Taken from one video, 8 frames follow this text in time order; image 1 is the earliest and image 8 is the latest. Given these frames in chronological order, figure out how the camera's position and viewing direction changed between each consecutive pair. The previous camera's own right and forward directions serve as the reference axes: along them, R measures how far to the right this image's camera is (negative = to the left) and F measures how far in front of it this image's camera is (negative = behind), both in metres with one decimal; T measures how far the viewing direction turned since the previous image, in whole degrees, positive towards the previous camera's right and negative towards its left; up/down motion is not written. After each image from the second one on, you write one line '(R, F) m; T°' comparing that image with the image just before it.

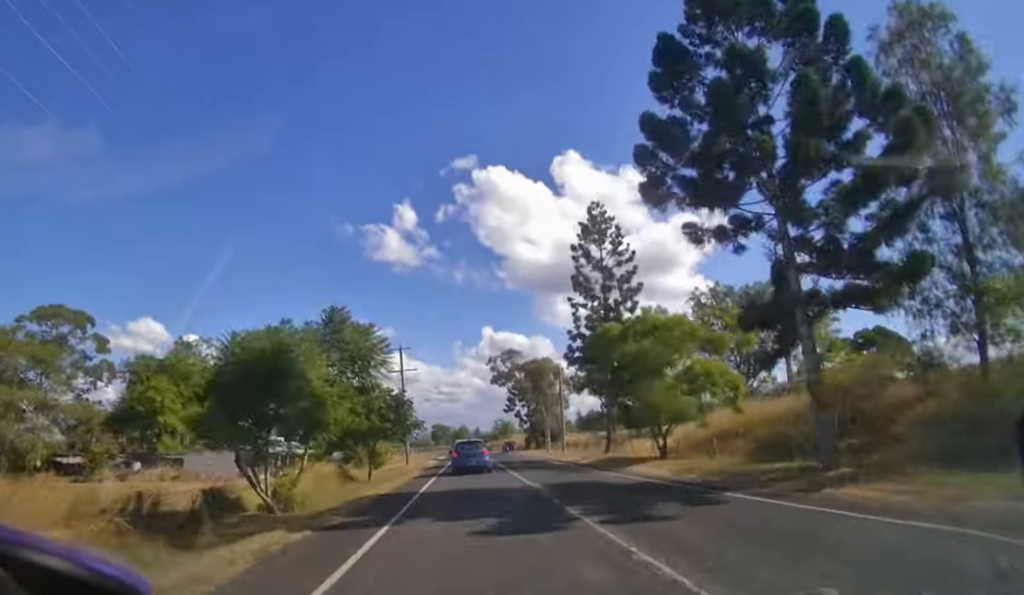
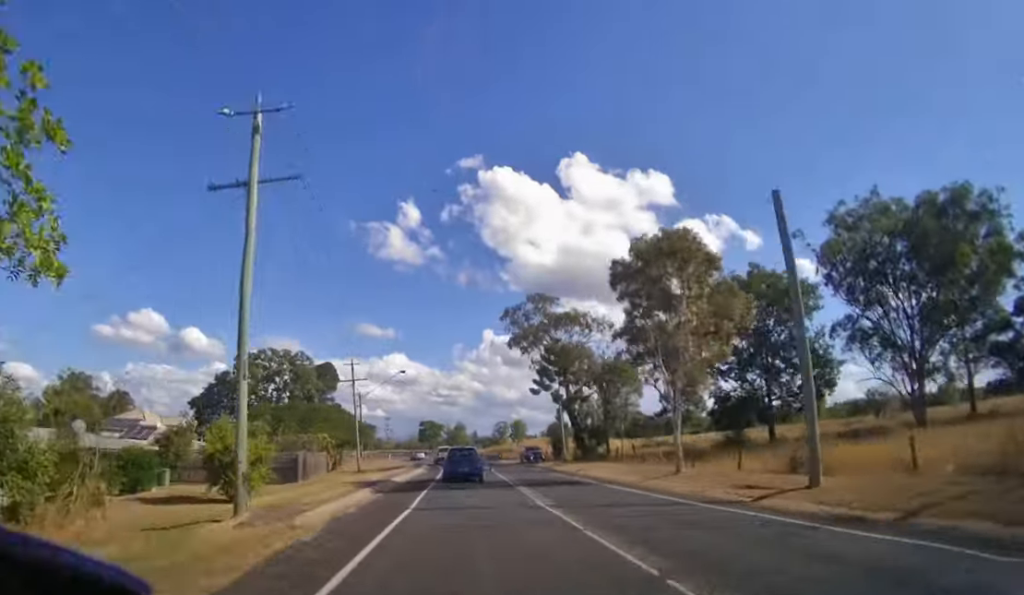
(+0.2, +33.1) m; 0°
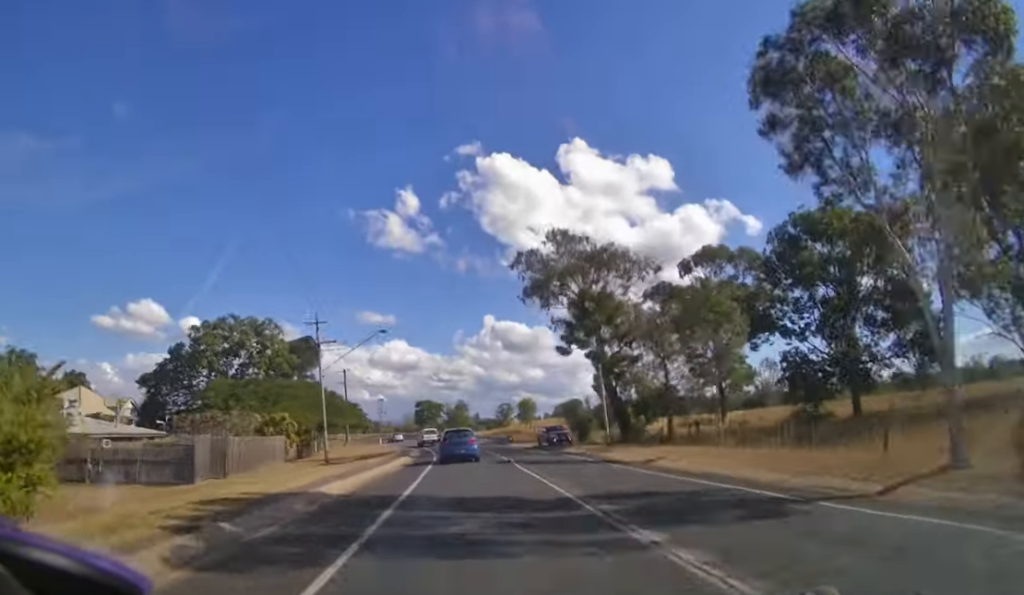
(-0.1, +11.3) m; 0°
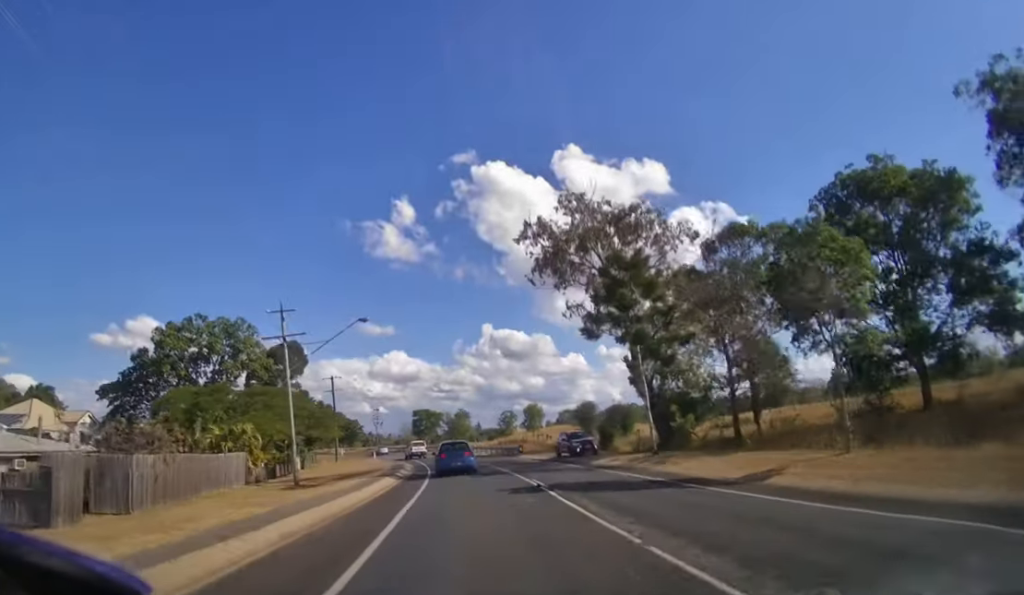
(0.0, +6.4) m; 0°
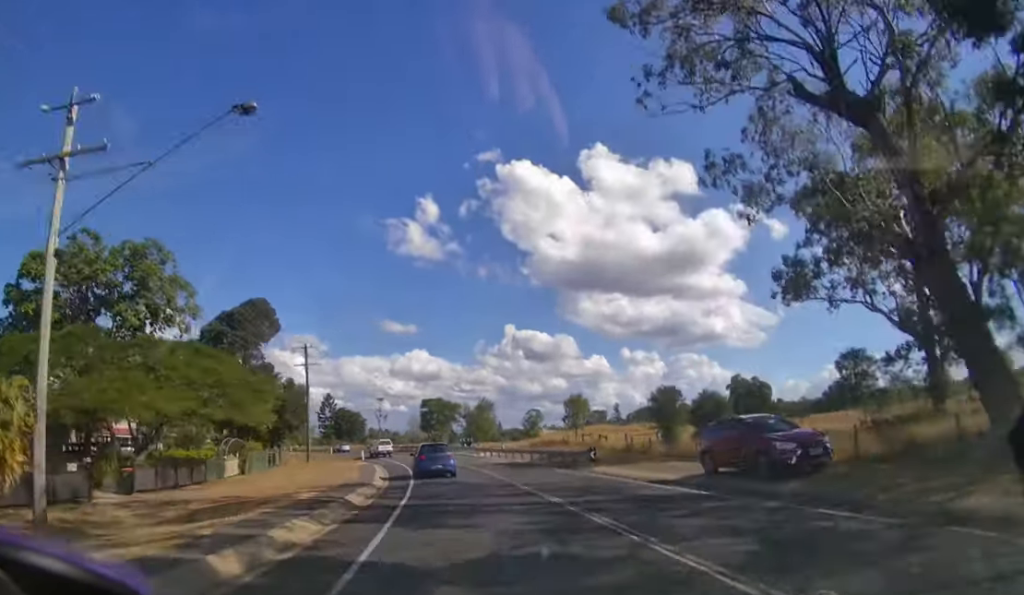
(-0.2, +17.5) m; -2°
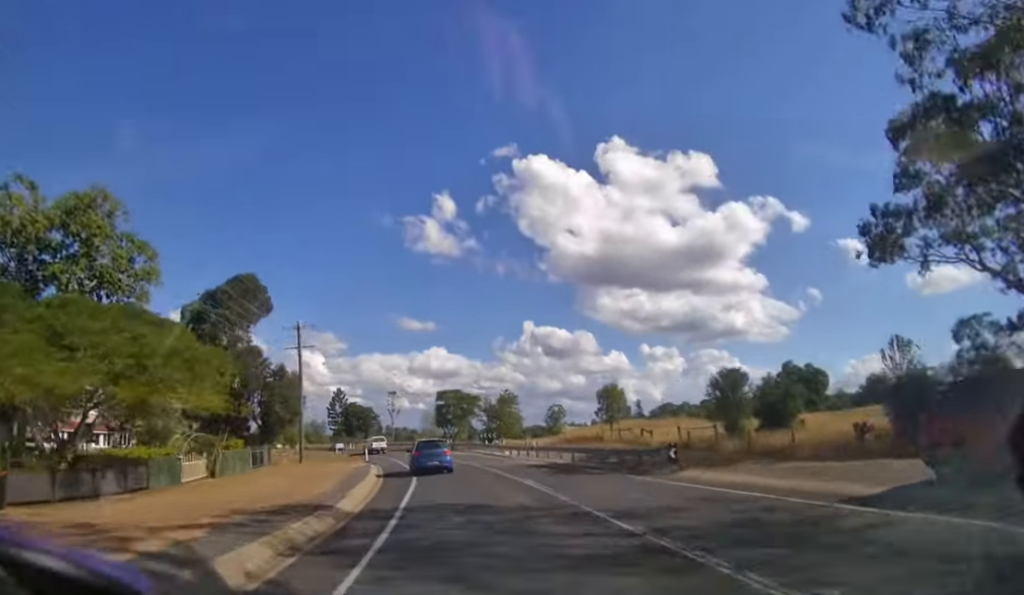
(0.0, +6.1) m; -1°
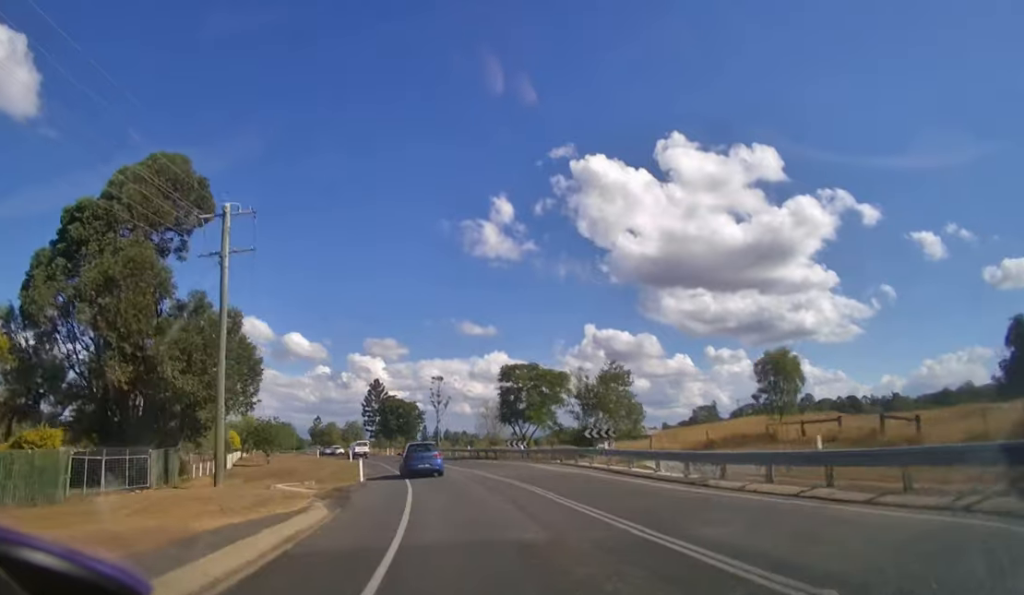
(-0.9, +19.1) m; -6°
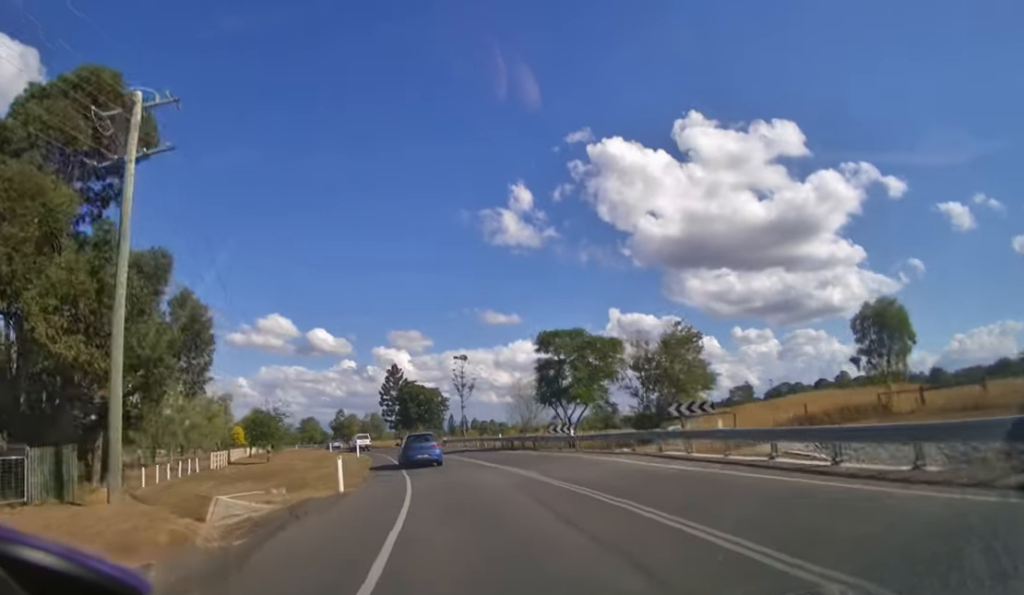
(0.0, +6.9) m; -2°
